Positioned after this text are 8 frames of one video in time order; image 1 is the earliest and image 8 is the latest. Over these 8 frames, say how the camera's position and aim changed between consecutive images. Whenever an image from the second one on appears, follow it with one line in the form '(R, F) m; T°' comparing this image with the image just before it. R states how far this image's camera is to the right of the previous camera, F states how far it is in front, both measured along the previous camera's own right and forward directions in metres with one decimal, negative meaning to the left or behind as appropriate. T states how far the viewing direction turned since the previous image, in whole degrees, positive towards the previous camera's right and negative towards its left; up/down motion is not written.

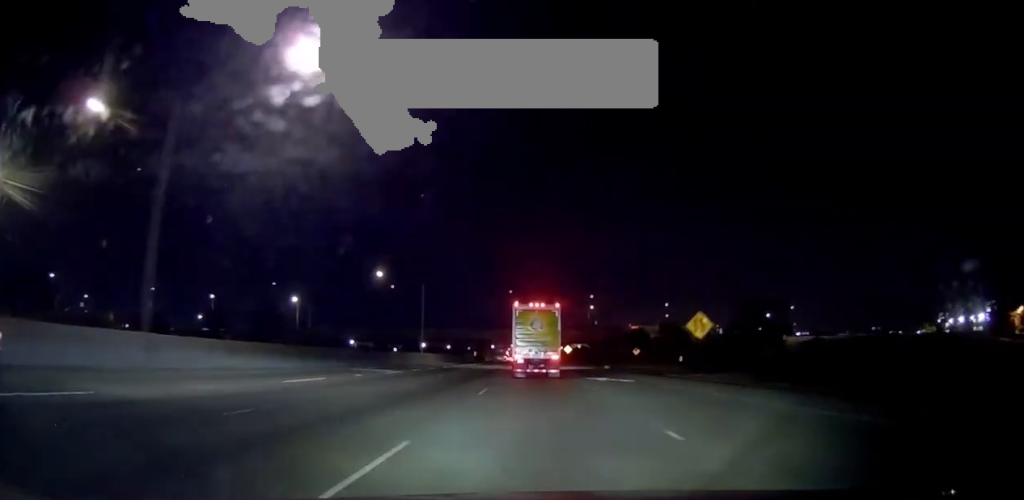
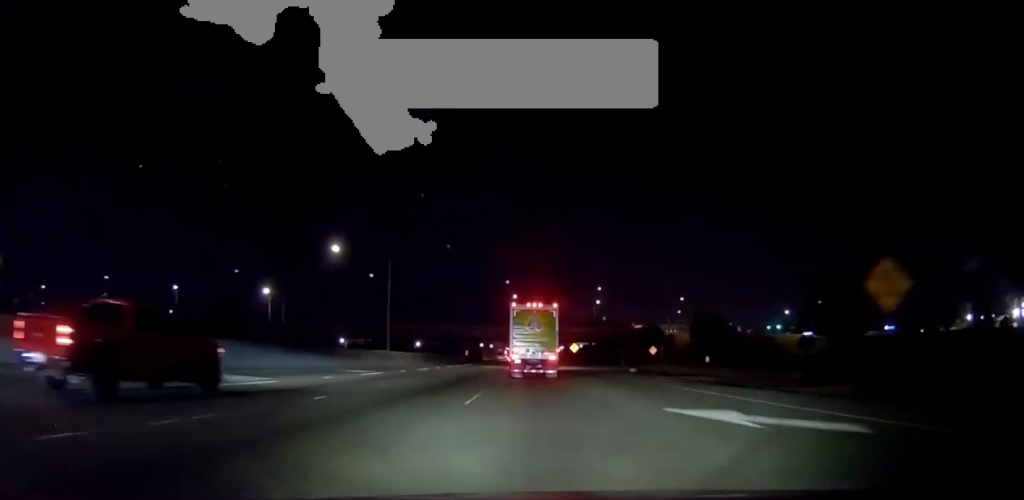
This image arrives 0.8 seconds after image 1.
(-0.3, +19.7) m; -1°
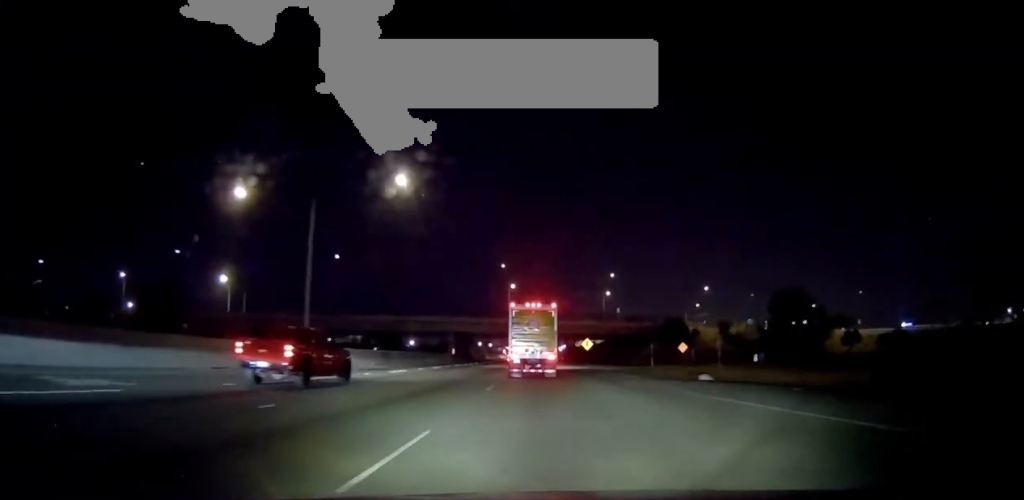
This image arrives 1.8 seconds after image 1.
(0.0, +23.5) m; 0°
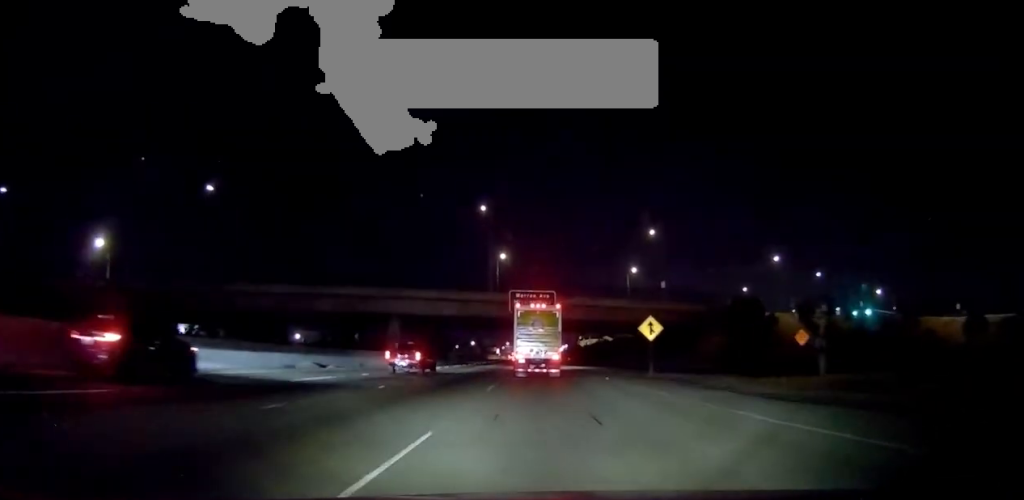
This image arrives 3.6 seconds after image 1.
(+0.1, +44.6) m; +1°
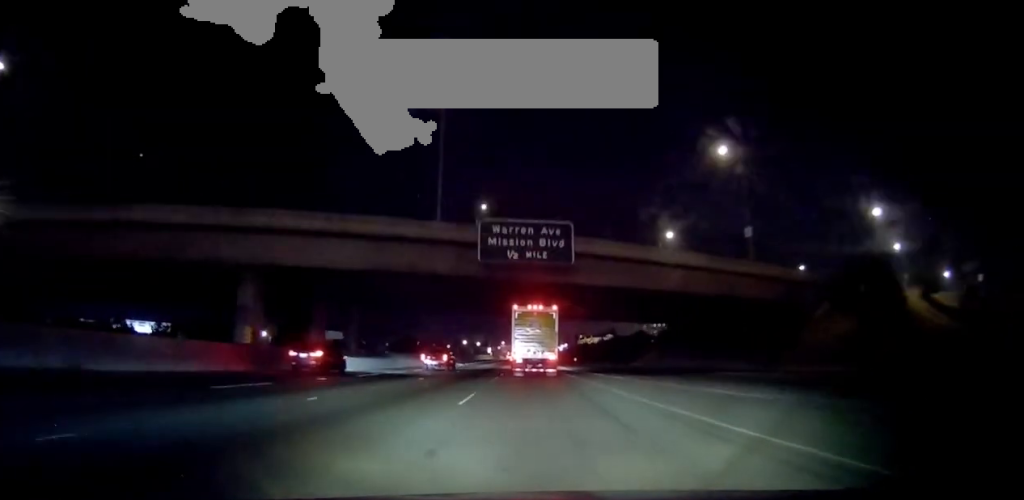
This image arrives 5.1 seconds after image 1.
(+0.2, +34.7) m; 0°
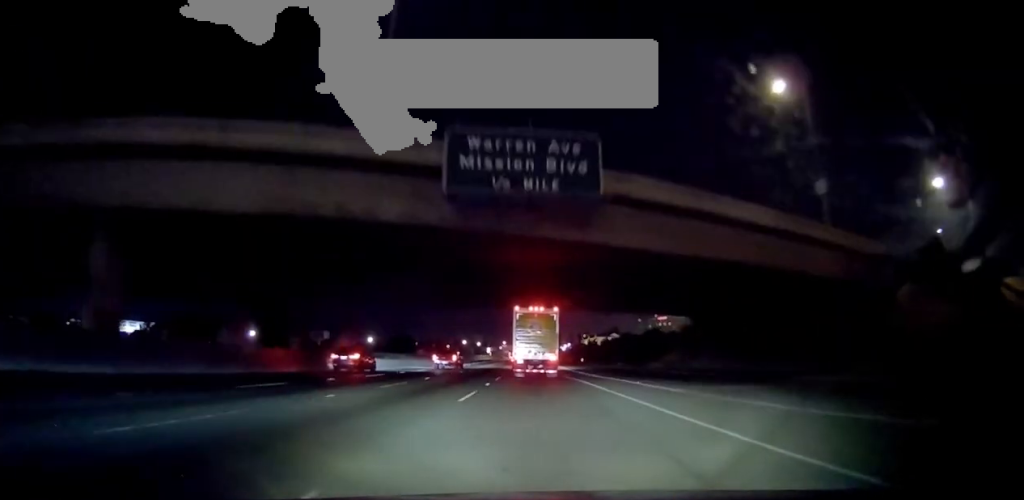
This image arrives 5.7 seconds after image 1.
(-0.2, +13.3) m; 0°
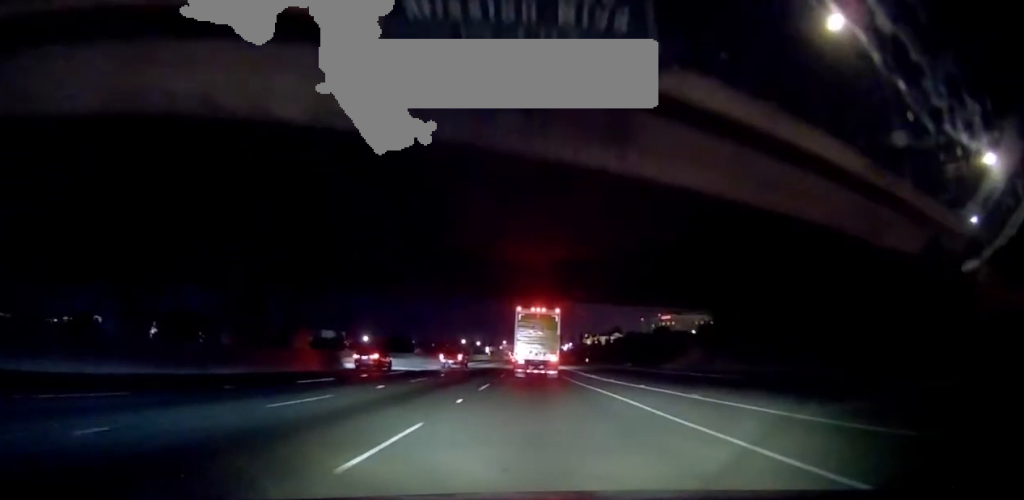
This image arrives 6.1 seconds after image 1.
(+0.2, +10.1) m; 0°
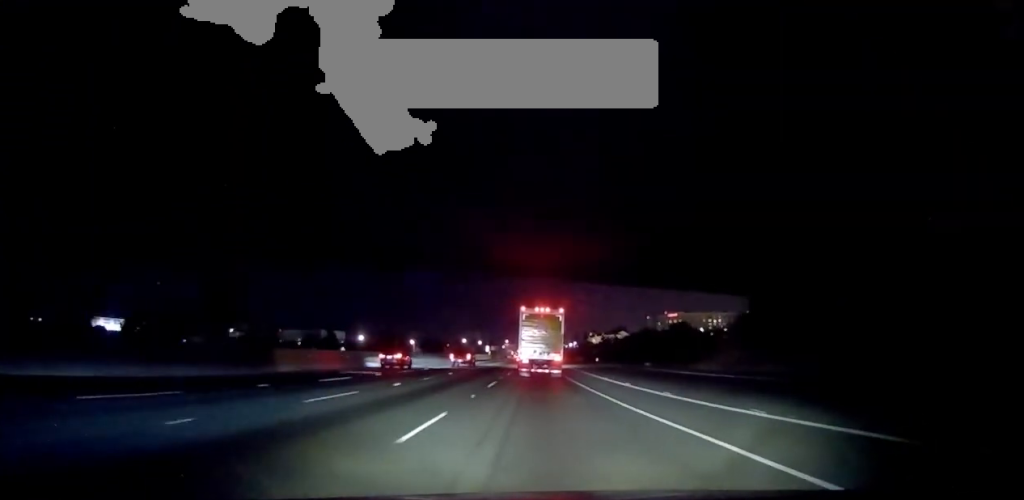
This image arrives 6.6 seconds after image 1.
(+0.2, +12.4) m; 0°
